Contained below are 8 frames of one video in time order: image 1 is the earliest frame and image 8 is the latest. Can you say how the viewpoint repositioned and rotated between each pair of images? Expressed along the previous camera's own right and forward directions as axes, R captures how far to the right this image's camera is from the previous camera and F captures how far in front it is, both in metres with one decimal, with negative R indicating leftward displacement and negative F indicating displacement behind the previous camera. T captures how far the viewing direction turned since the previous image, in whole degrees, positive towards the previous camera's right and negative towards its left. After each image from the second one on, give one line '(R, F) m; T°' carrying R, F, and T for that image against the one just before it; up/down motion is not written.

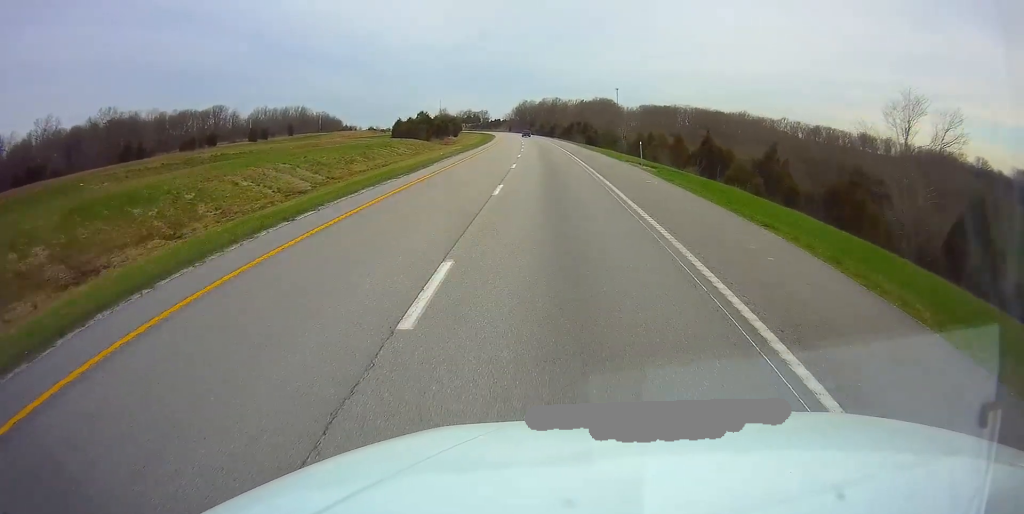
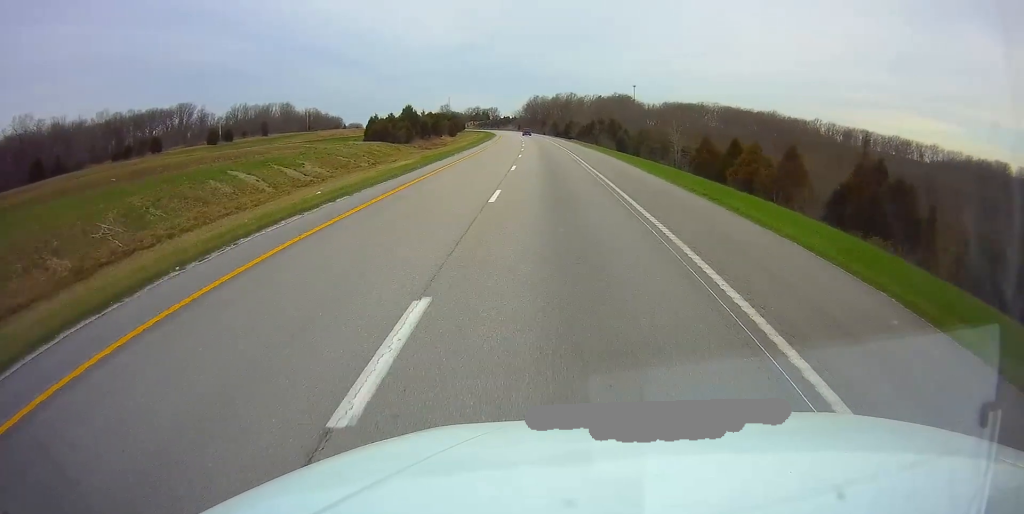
(-0.2, +39.1) m; -1°
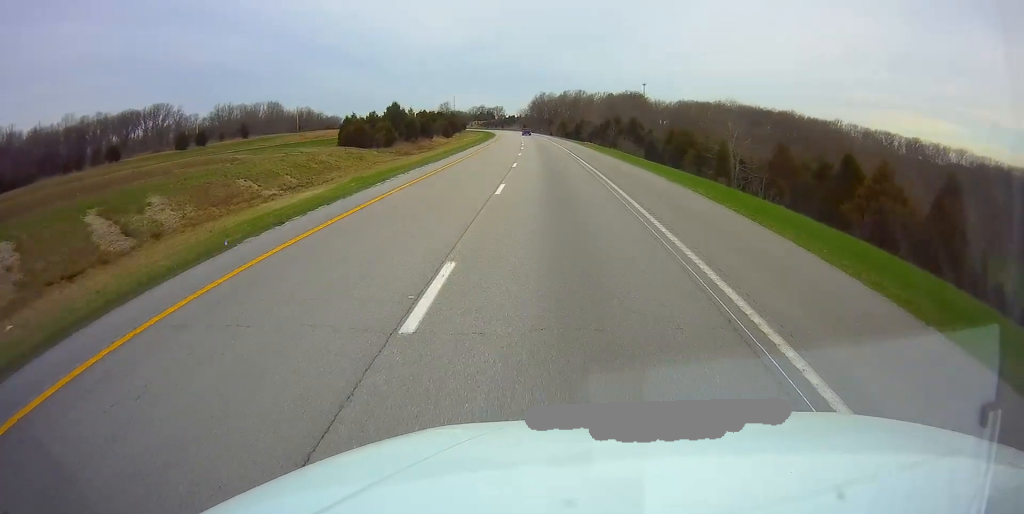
(-0.2, +22.6) m; -1°
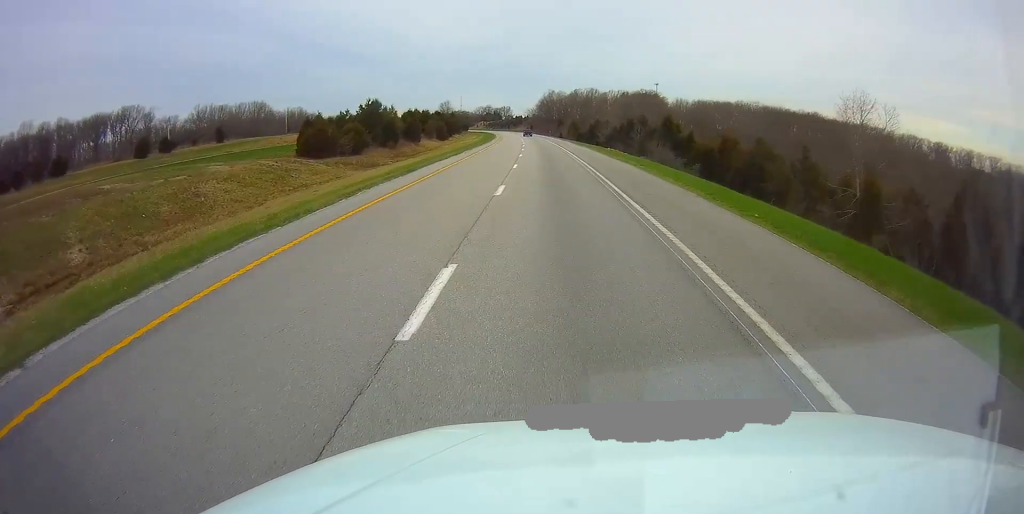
(-0.2, +24.7) m; -1°
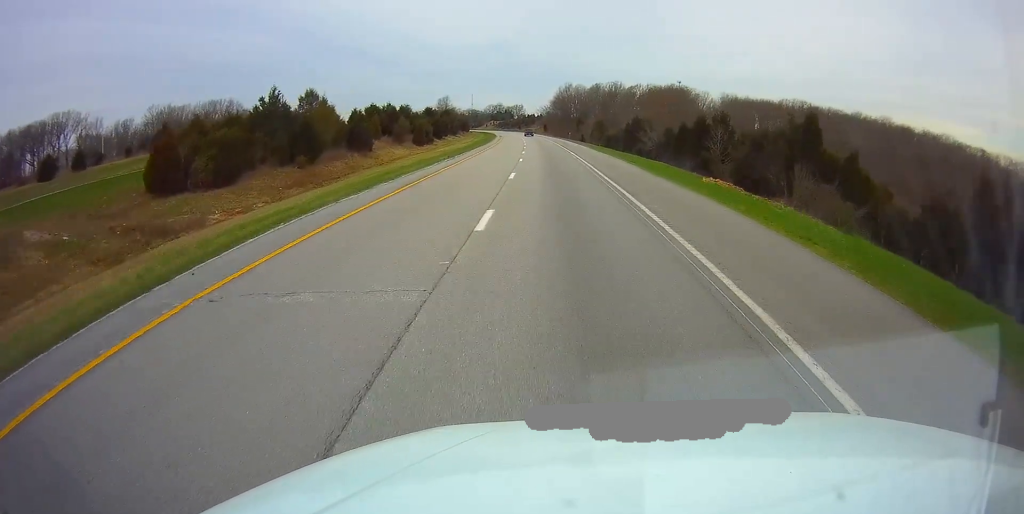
(-0.3, +43.3) m; -1°
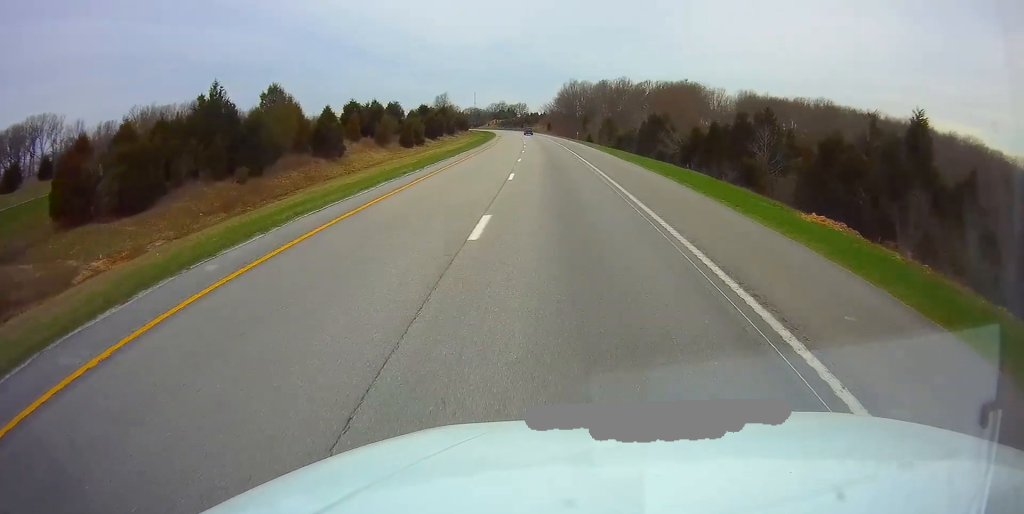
(-0.2, +13.3) m; -1°
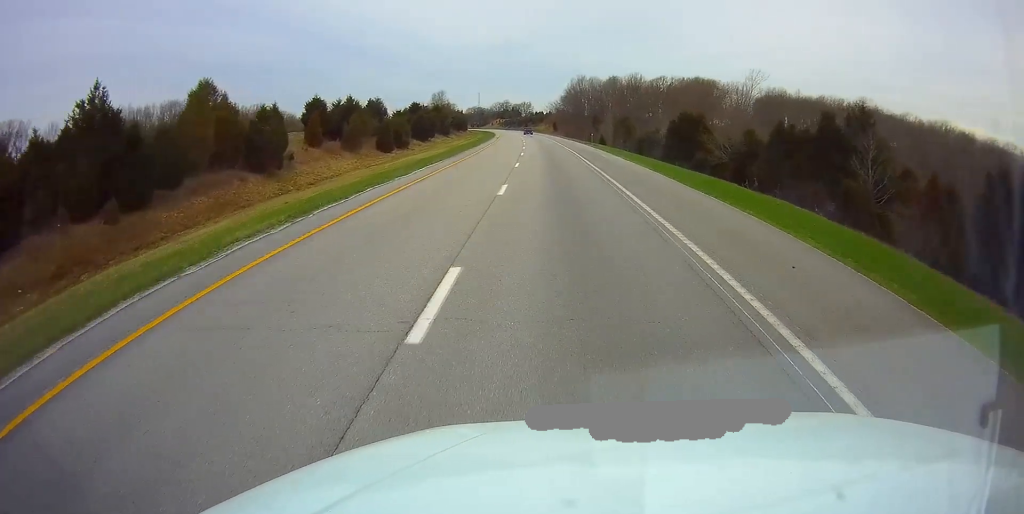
(-0.2, +17.5) m; -1°
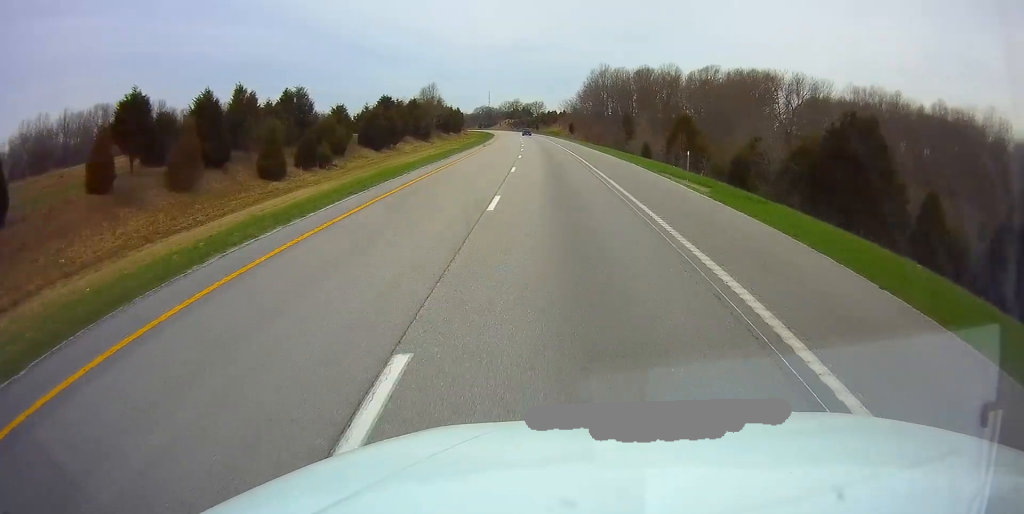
(-0.3, +40.1) m; -1°
